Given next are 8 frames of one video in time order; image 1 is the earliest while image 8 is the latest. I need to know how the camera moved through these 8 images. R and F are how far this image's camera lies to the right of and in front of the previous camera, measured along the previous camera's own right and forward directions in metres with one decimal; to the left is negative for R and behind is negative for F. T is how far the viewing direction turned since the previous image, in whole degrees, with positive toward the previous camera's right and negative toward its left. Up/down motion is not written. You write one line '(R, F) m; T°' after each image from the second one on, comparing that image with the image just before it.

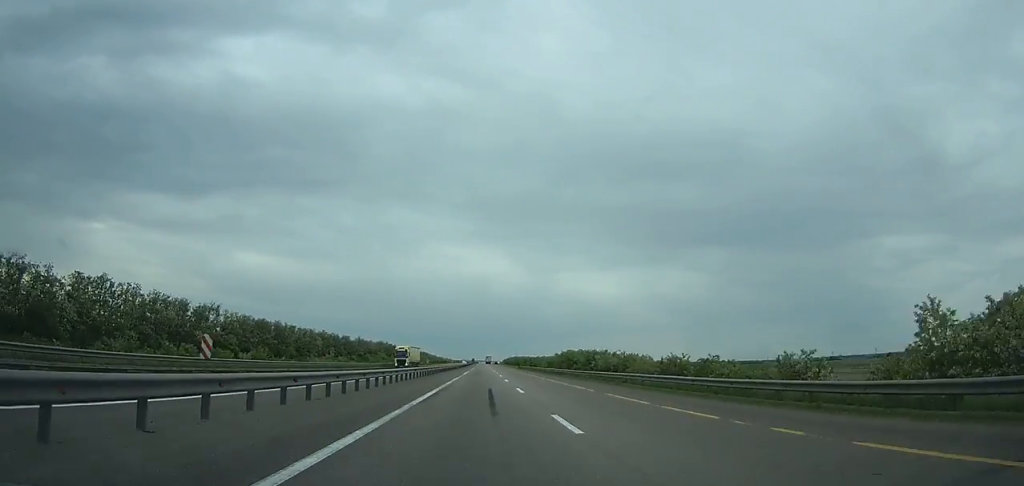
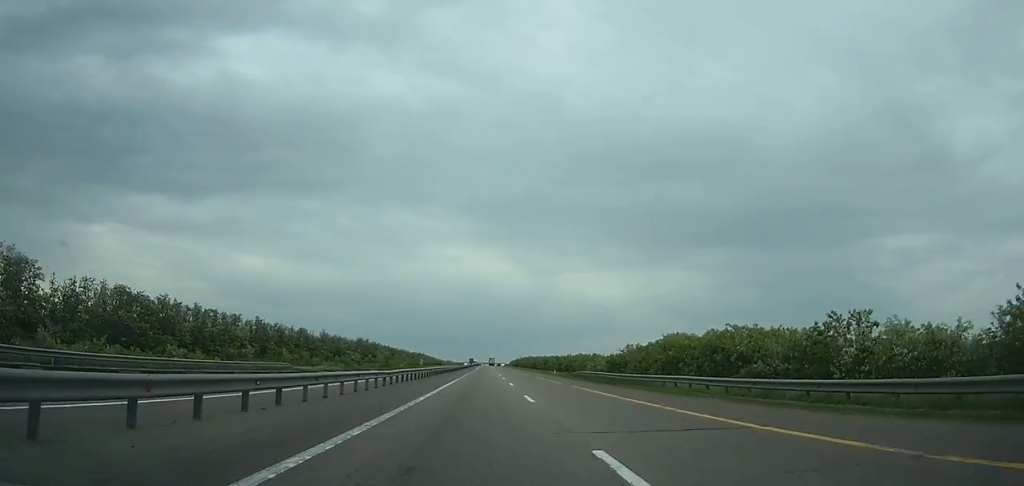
(0.0, +85.3) m; 0°
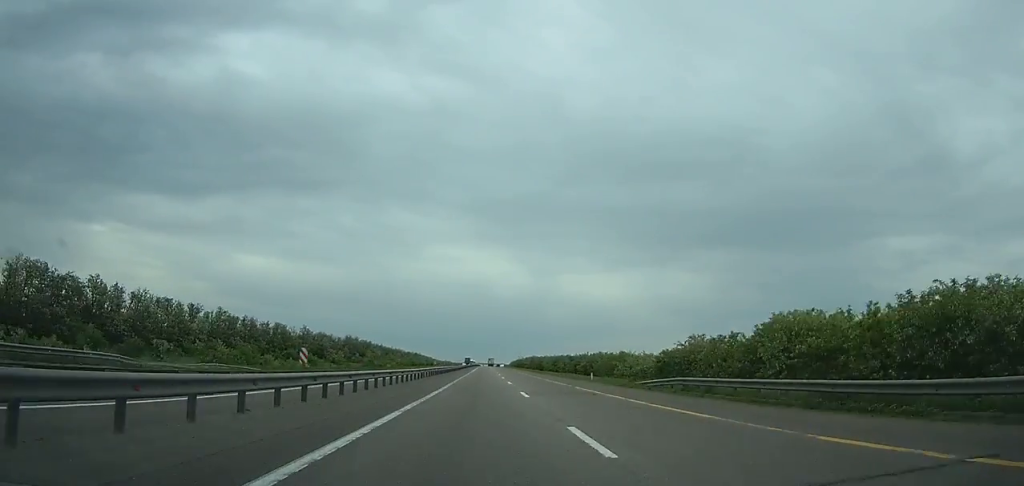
(0.0, +29.3) m; 0°
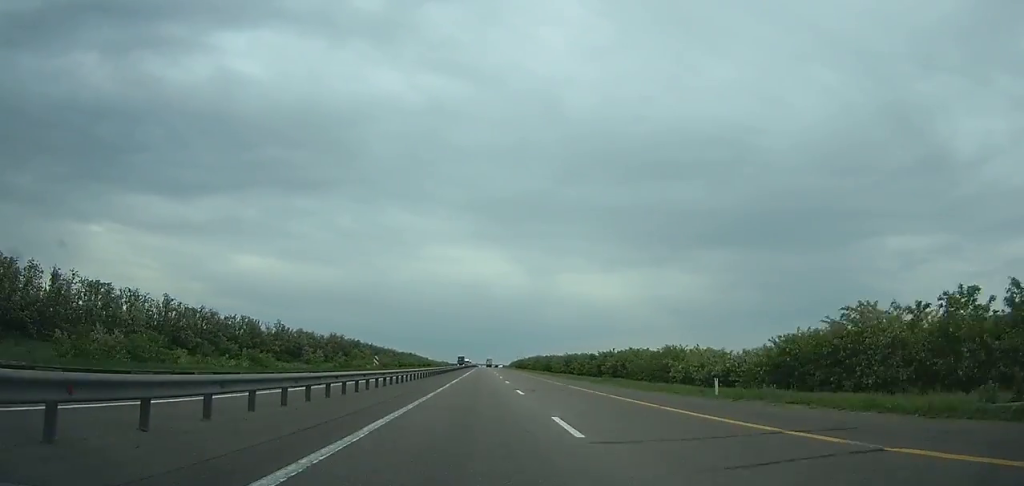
(-0.1, +29.3) m; 0°
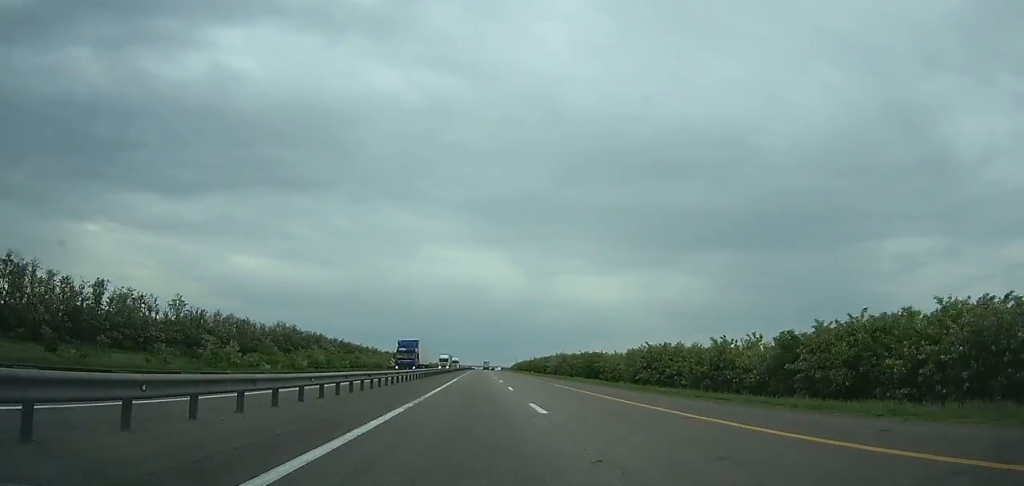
(0.0, +73.4) m; 0°
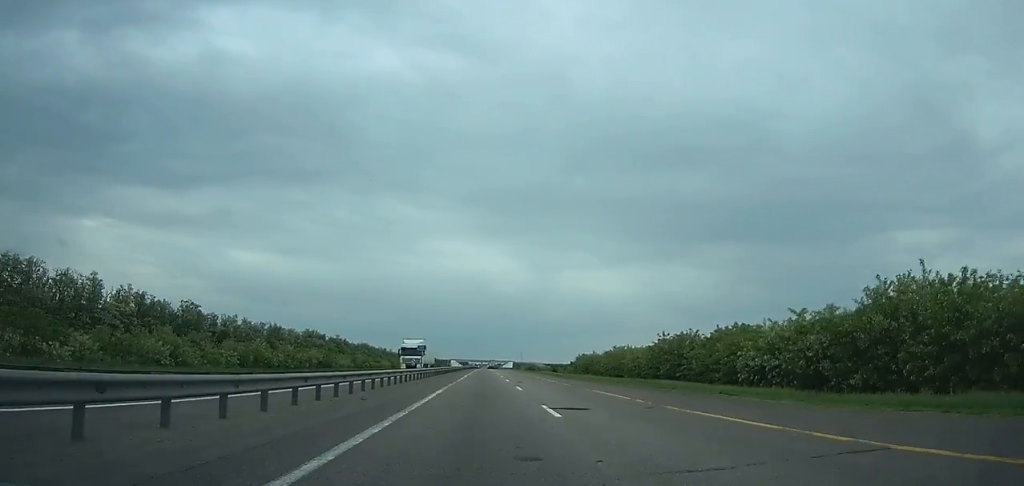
(-0.2, +273.4) m; 0°
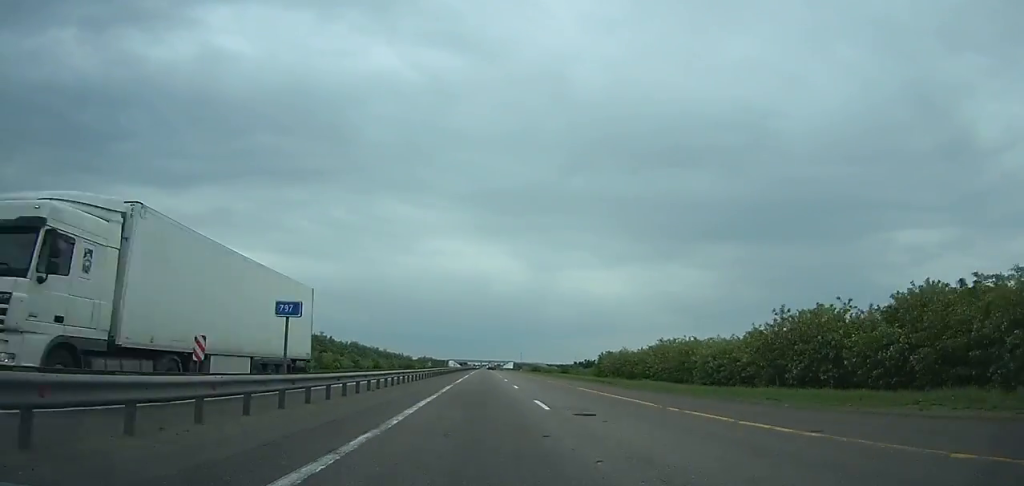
(-0.1, +28.8) m; 0°
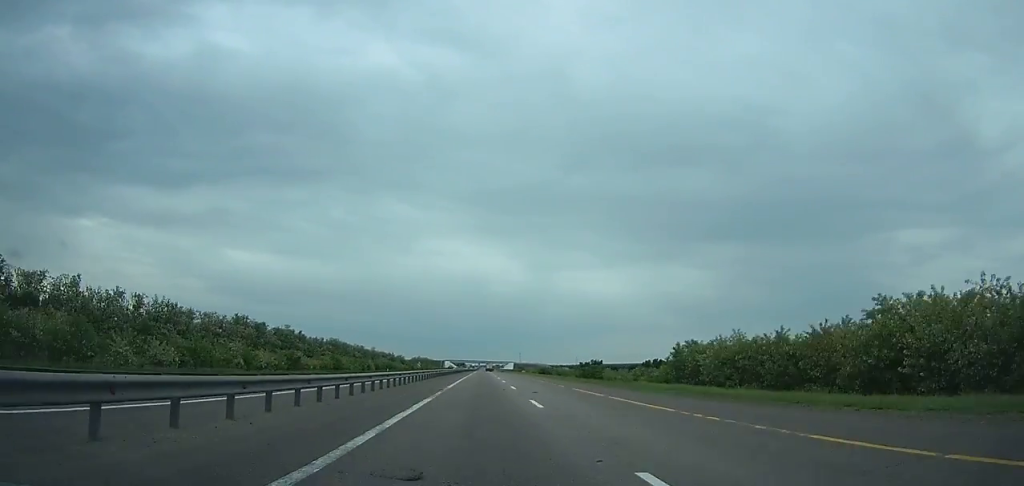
(-0.1, +45.6) m; 0°
